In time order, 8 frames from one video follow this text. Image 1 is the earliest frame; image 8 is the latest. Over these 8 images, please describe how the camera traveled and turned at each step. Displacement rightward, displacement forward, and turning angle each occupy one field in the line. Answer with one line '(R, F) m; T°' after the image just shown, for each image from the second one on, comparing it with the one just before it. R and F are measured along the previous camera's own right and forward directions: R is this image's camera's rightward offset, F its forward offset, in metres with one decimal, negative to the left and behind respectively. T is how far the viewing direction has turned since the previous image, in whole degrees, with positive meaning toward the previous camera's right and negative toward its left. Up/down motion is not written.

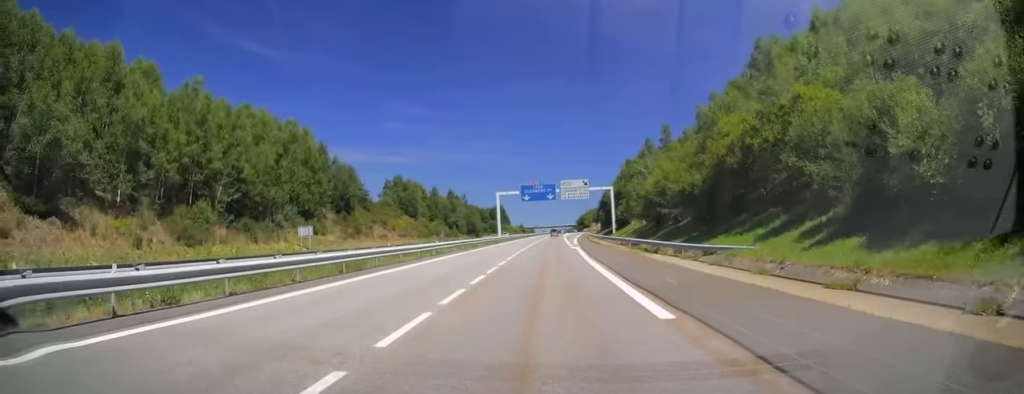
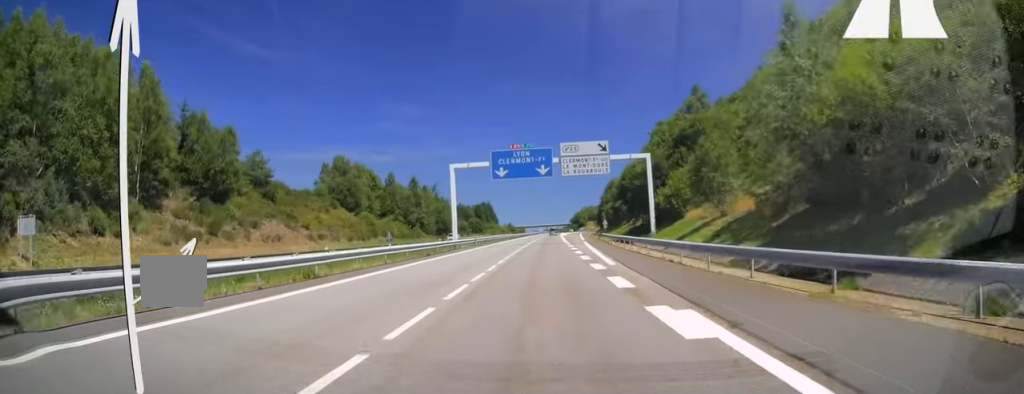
(+0.2, +38.3) m; 0°
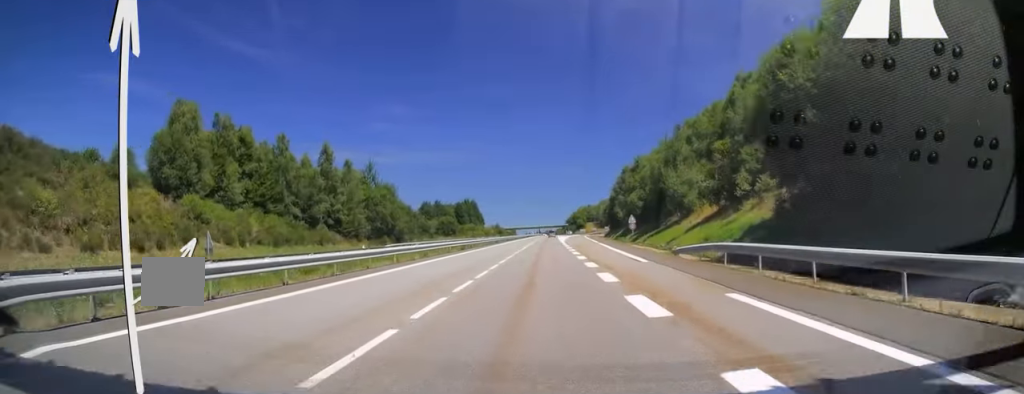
(+0.4, +50.3) m; +2°
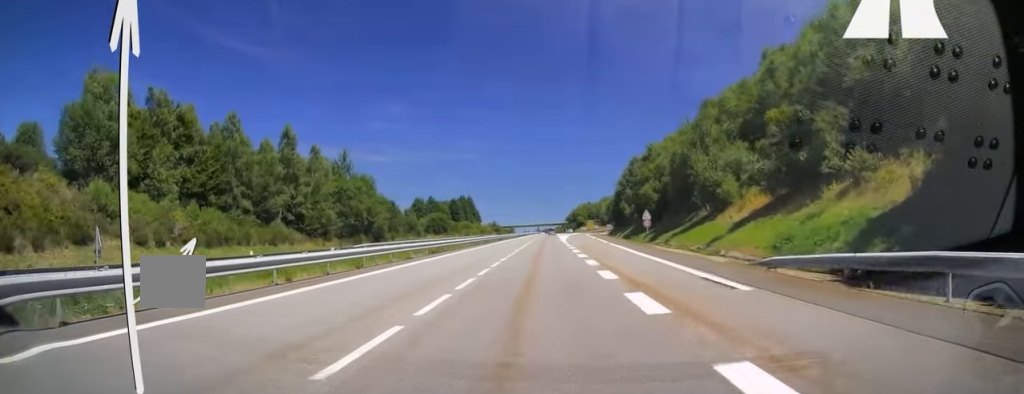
(+0.2, +12.7) m; 0°
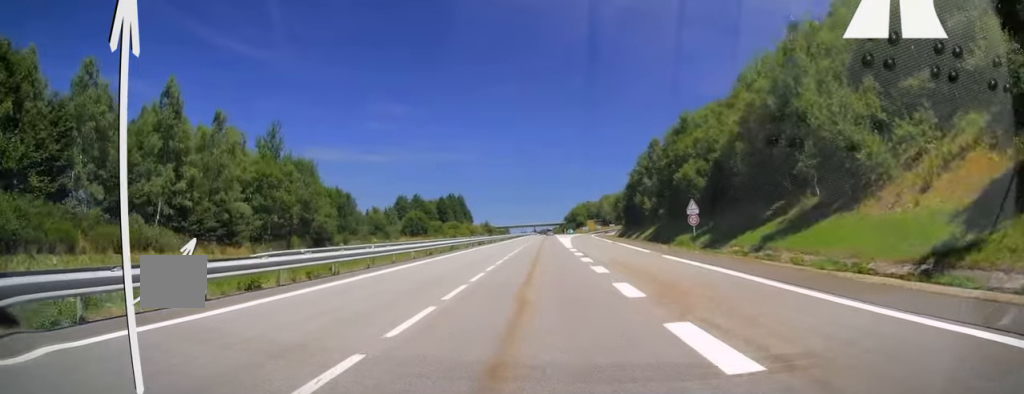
(+0.1, +23.4) m; 0°
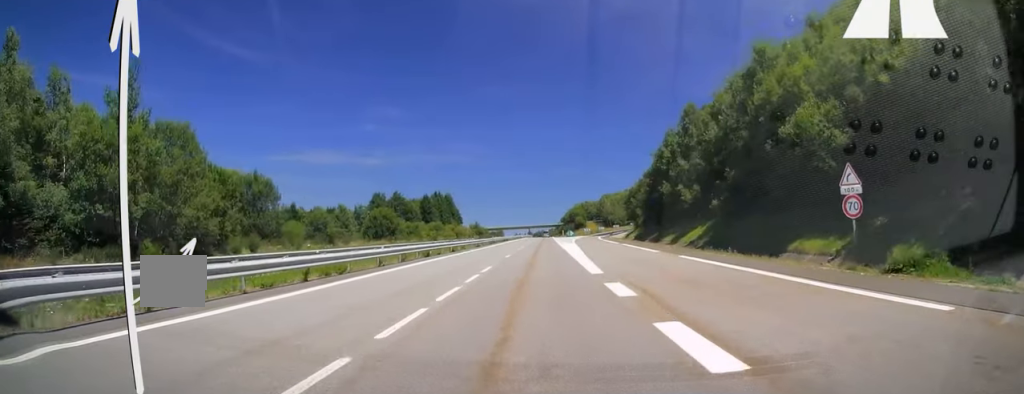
(-0.2, +26.0) m; 0°
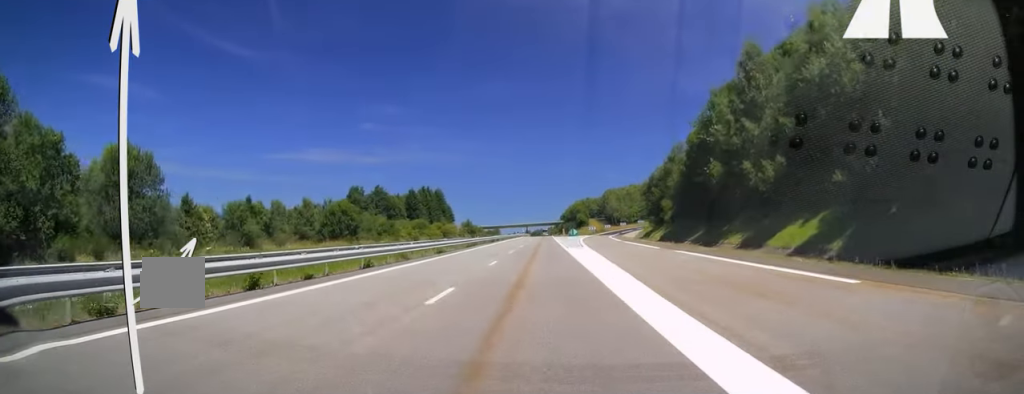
(+0.3, +22.2) m; 0°
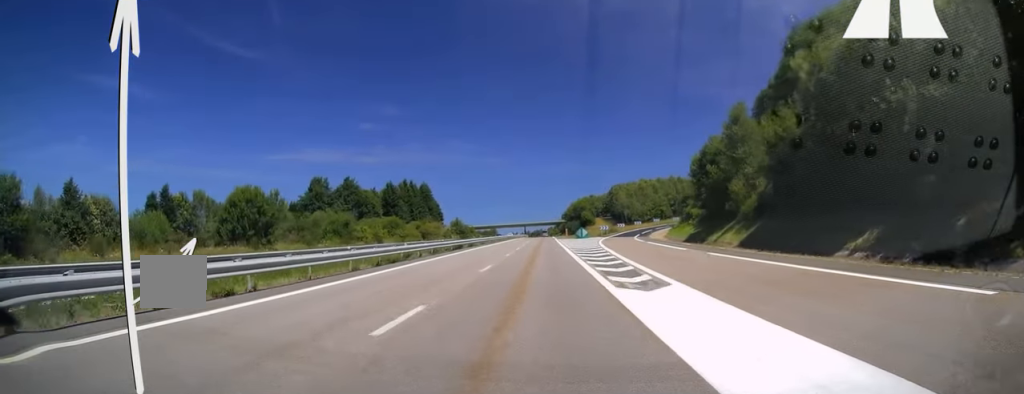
(-0.4, +29.5) m; 0°
